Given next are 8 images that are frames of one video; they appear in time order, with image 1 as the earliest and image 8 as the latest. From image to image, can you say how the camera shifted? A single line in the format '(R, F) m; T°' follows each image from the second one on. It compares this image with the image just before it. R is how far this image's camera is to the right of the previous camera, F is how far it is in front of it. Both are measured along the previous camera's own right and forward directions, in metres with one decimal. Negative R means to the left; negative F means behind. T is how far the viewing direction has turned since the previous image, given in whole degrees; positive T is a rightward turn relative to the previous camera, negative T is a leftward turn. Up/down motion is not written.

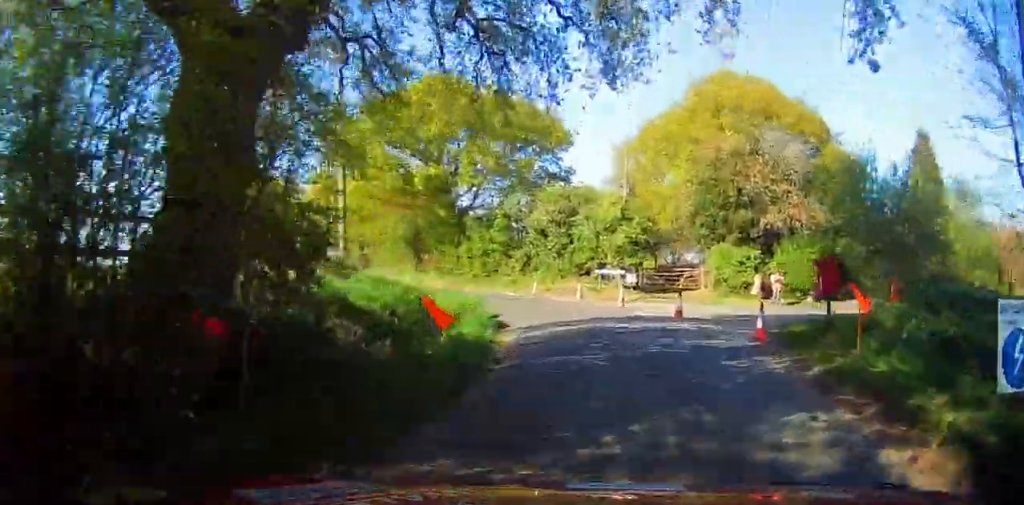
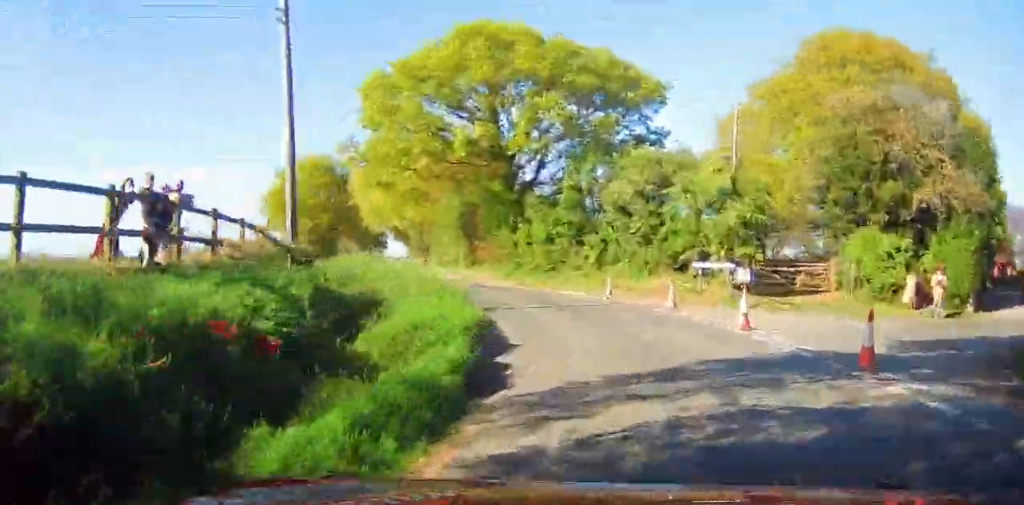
(-0.1, +9.1) m; -5°
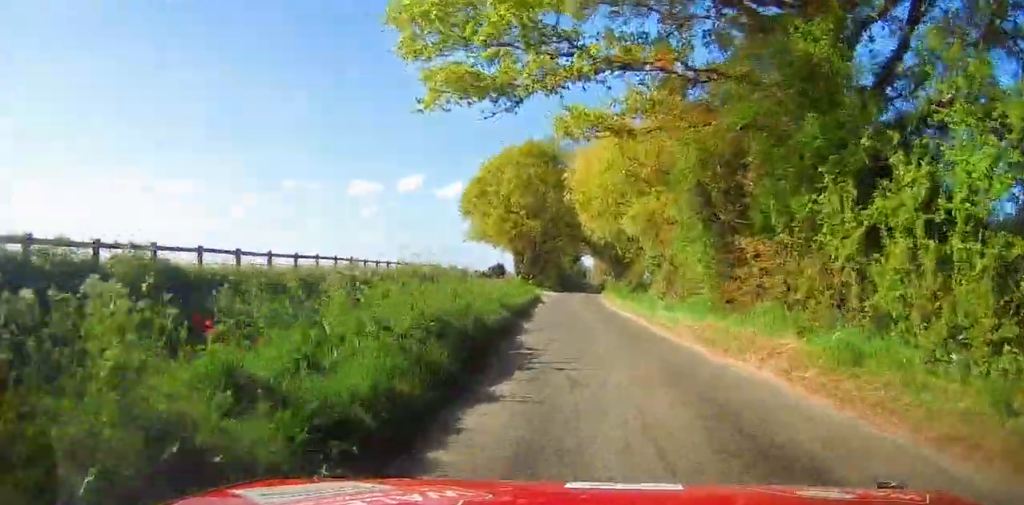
(-1.8, +21.2) m; -15°
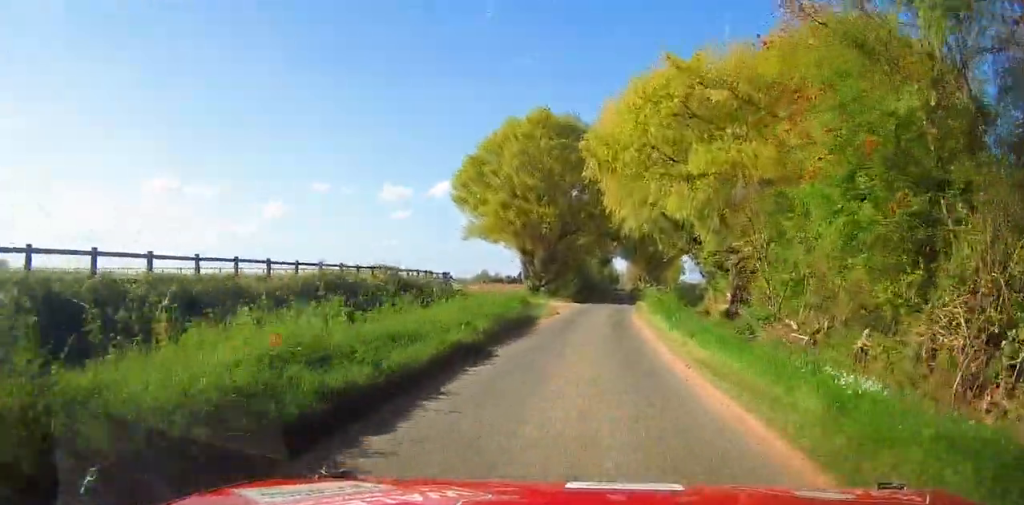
(-1.7, +13.3) m; -9°
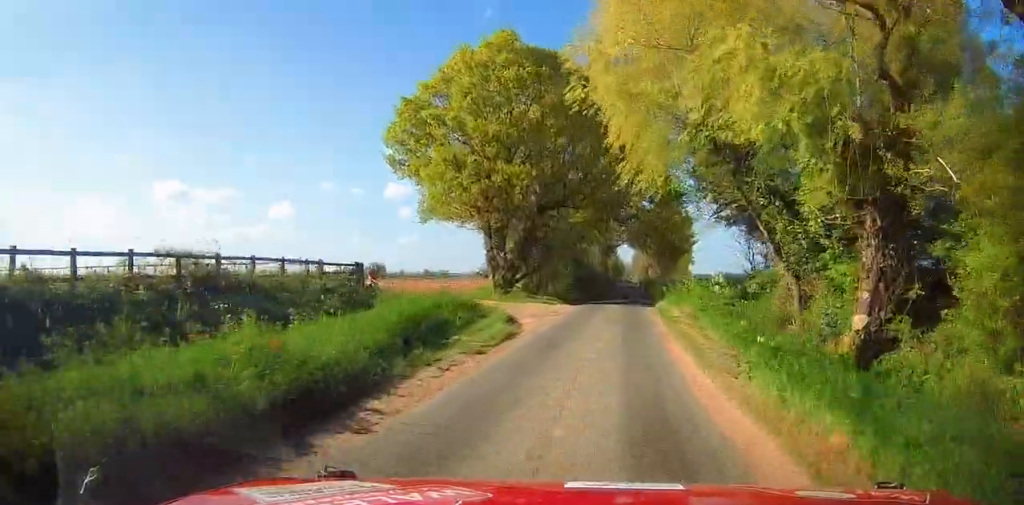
(-0.7, +14.0) m; -2°
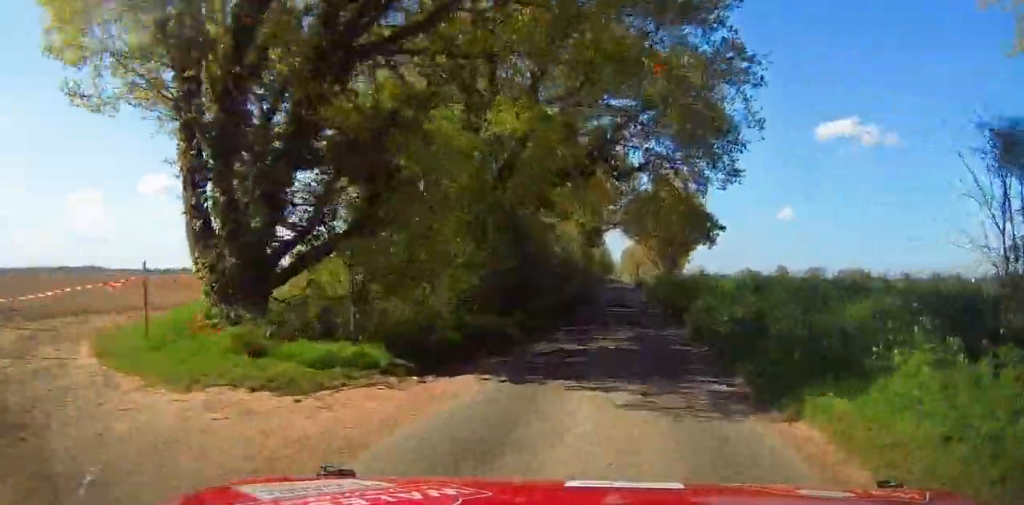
(-0.5, +21.8) m; -1°
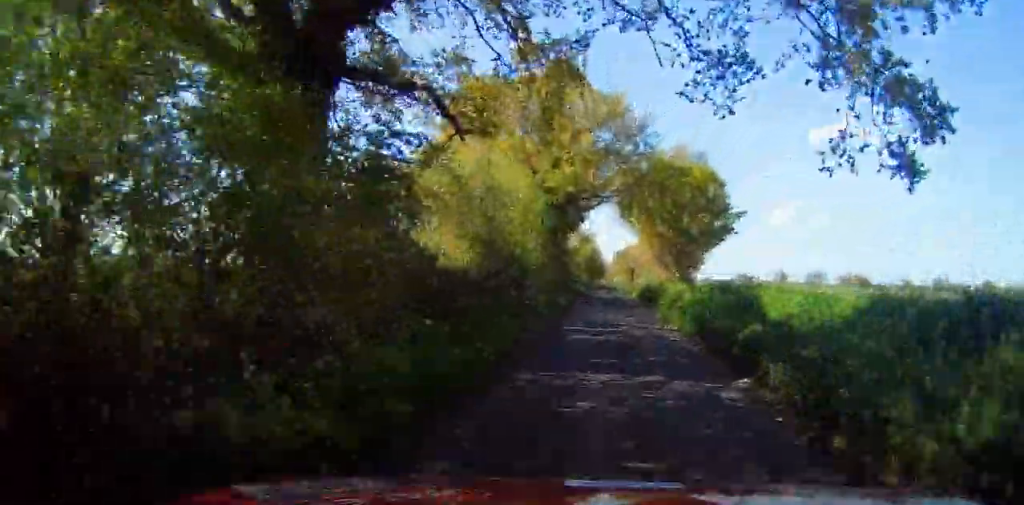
(0.0, +20.5) m; 0°
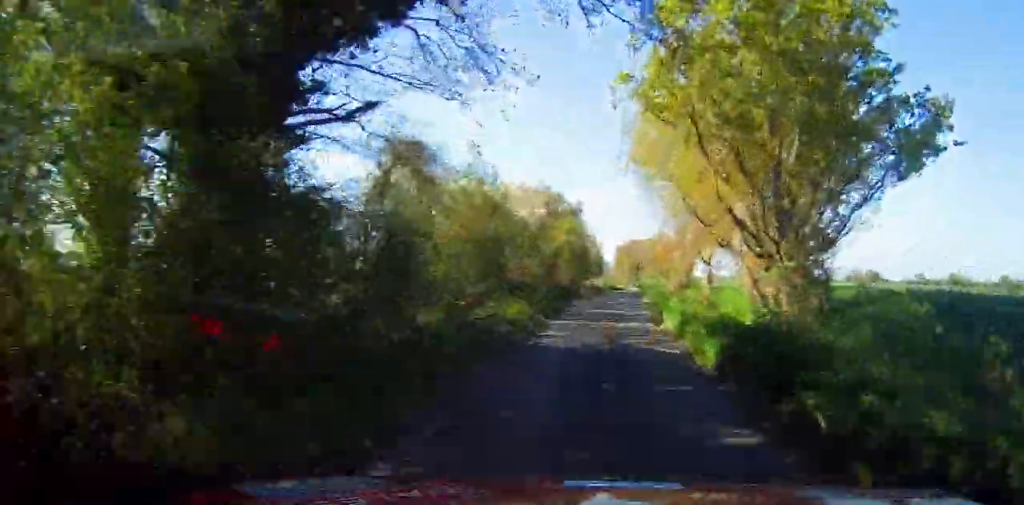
(+0.2, +29.2) m; +1°
